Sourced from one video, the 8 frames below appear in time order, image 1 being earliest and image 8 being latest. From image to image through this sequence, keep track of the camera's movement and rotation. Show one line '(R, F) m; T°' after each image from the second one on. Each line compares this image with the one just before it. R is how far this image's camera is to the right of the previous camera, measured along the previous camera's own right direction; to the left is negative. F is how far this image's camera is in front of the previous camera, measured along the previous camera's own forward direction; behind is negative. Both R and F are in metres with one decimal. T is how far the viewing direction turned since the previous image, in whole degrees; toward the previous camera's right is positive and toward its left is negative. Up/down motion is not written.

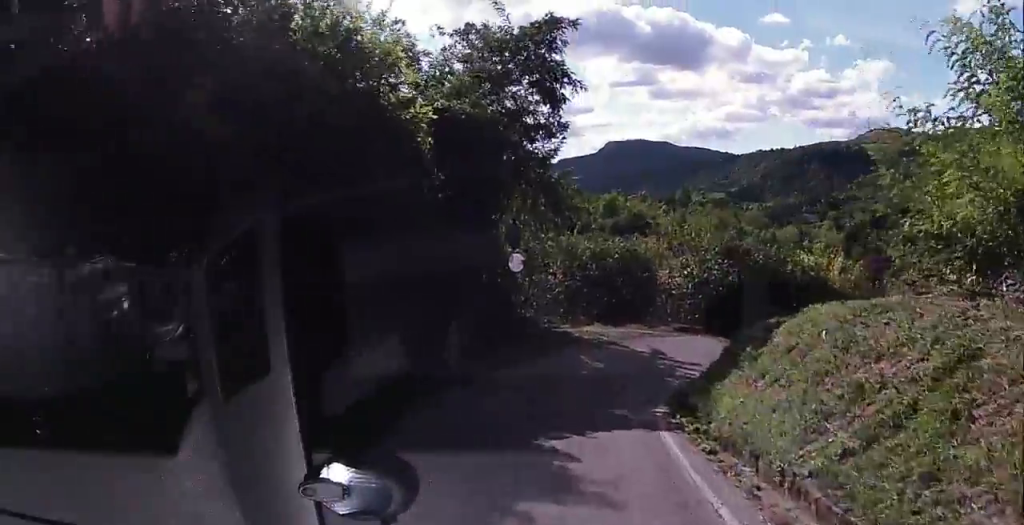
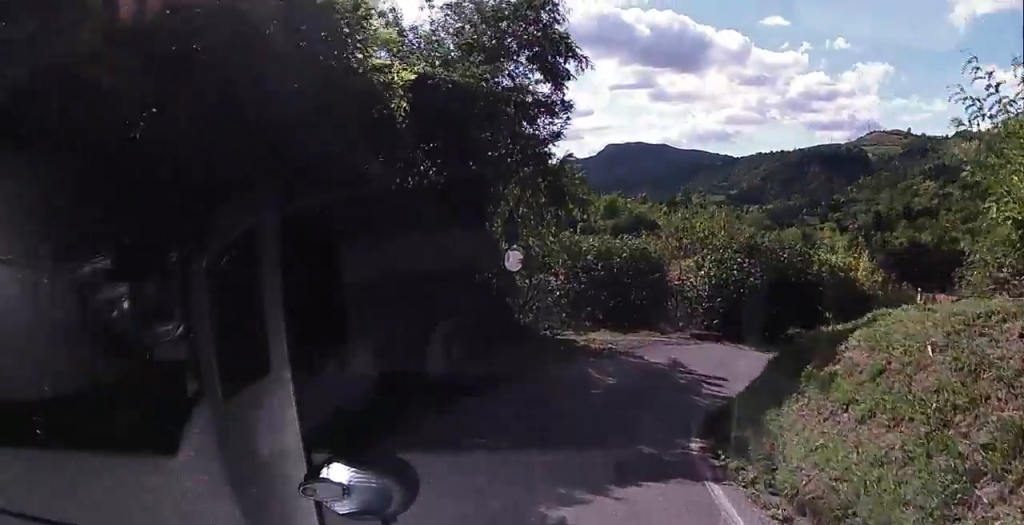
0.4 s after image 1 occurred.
(-0.1, +2.9) m; 0°
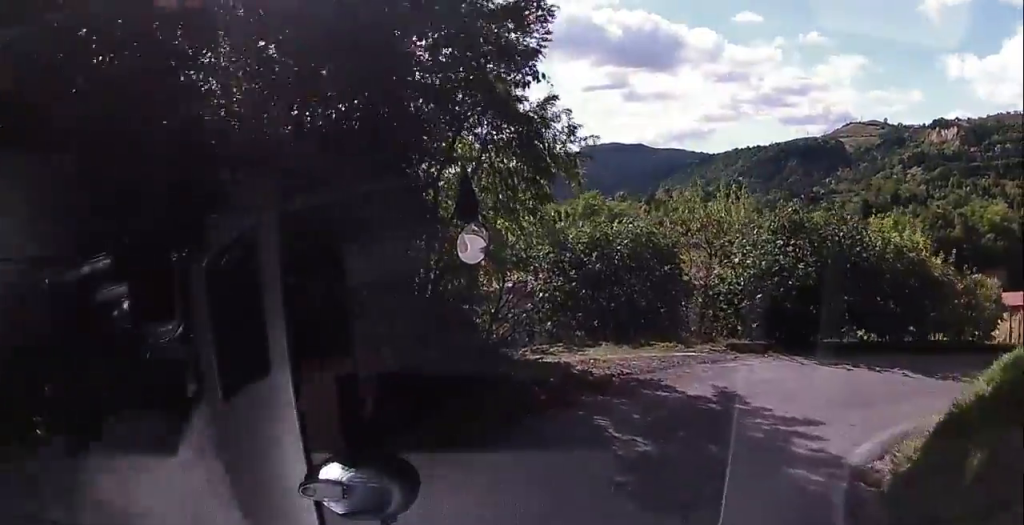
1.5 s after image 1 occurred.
(+0.3, +6.8) m; +9°
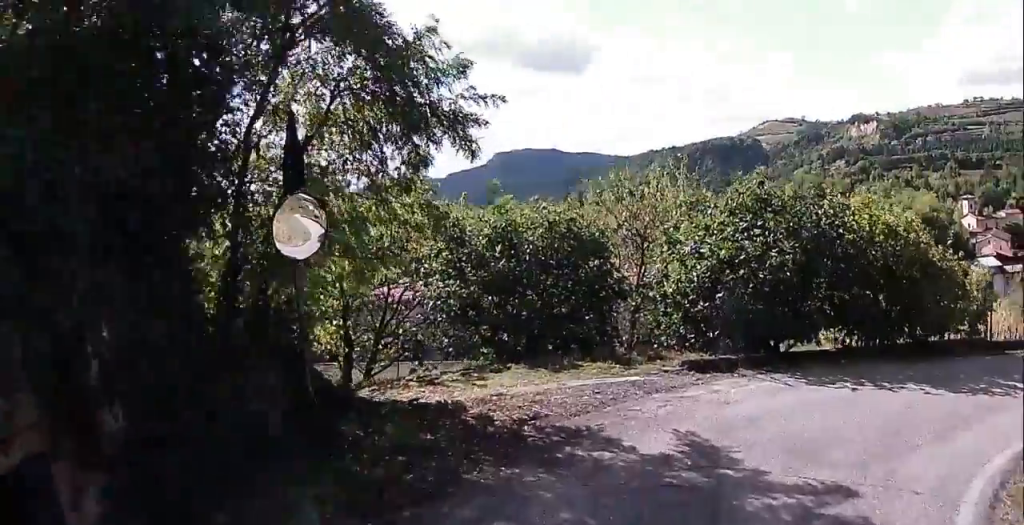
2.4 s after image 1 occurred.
(+0.5, +4.7) m; +9°
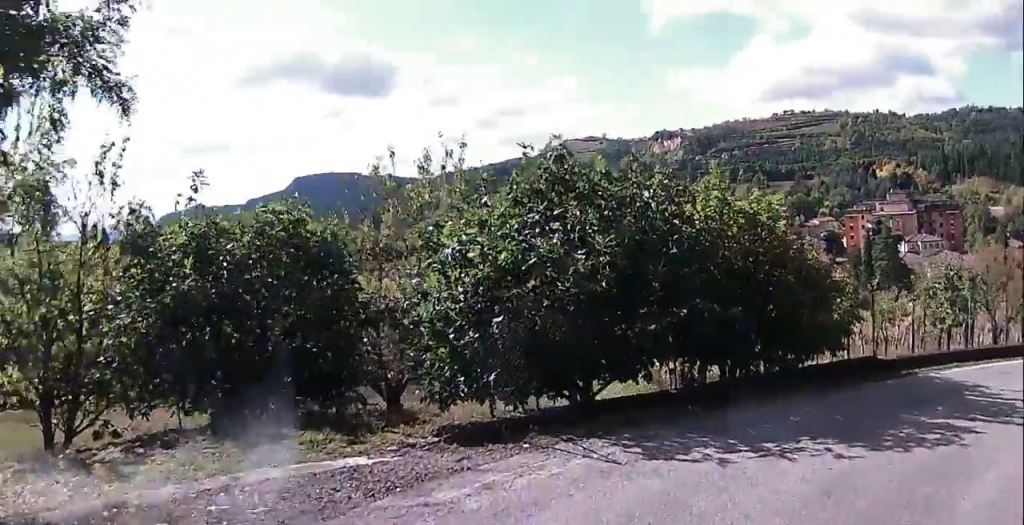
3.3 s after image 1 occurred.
(0.0, +4.9) m; +23°
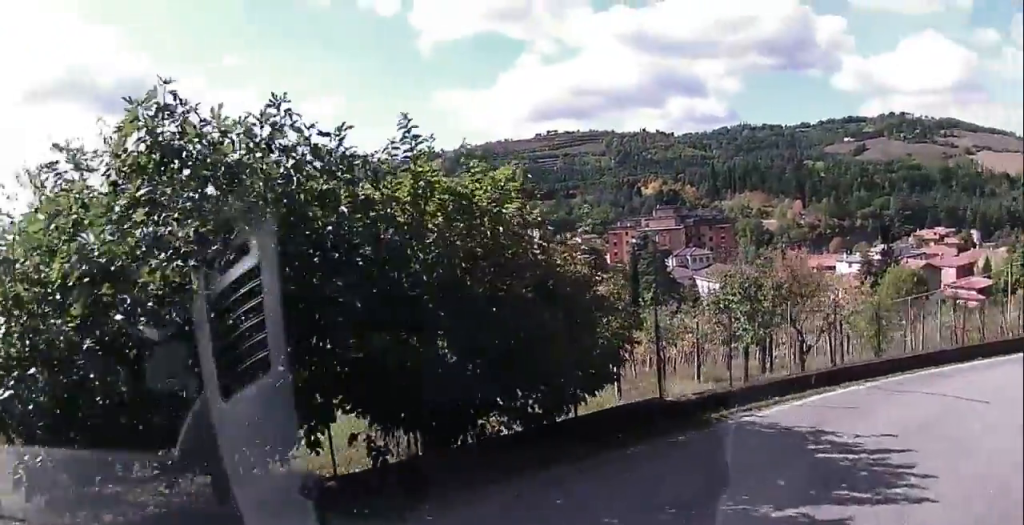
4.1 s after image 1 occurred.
(+1.7, +4.0) m; +21°
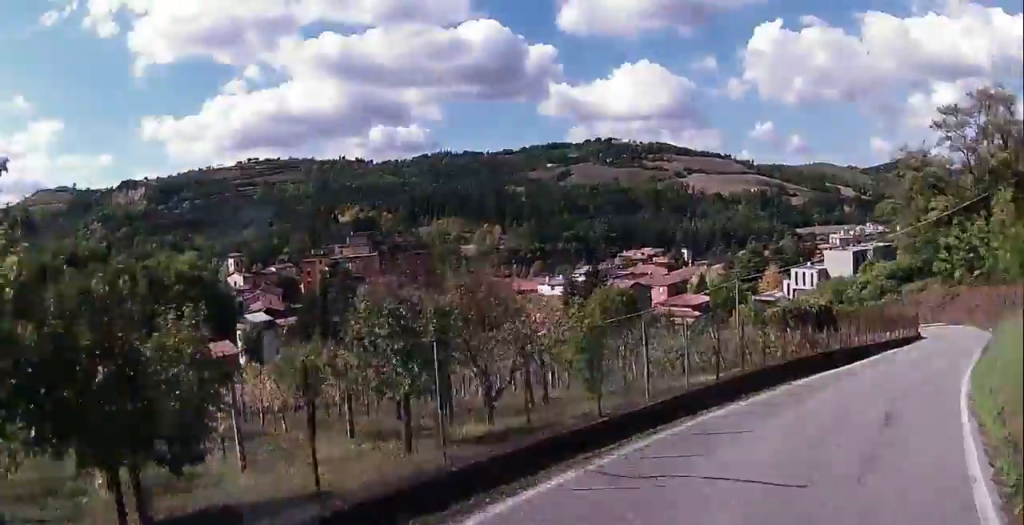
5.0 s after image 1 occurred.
(+0.5, +5.3) m; +18°
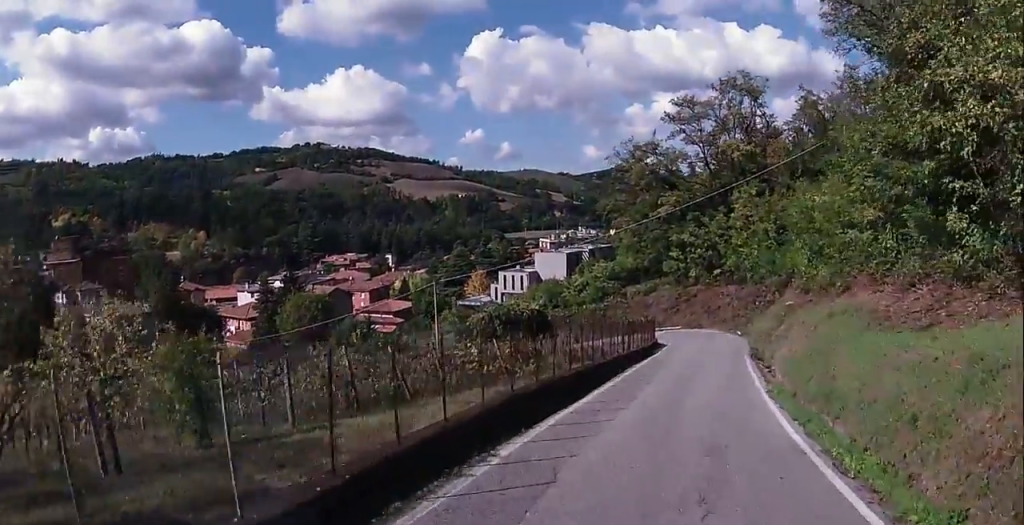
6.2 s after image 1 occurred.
(+1.6, +7.0) m; +23°
